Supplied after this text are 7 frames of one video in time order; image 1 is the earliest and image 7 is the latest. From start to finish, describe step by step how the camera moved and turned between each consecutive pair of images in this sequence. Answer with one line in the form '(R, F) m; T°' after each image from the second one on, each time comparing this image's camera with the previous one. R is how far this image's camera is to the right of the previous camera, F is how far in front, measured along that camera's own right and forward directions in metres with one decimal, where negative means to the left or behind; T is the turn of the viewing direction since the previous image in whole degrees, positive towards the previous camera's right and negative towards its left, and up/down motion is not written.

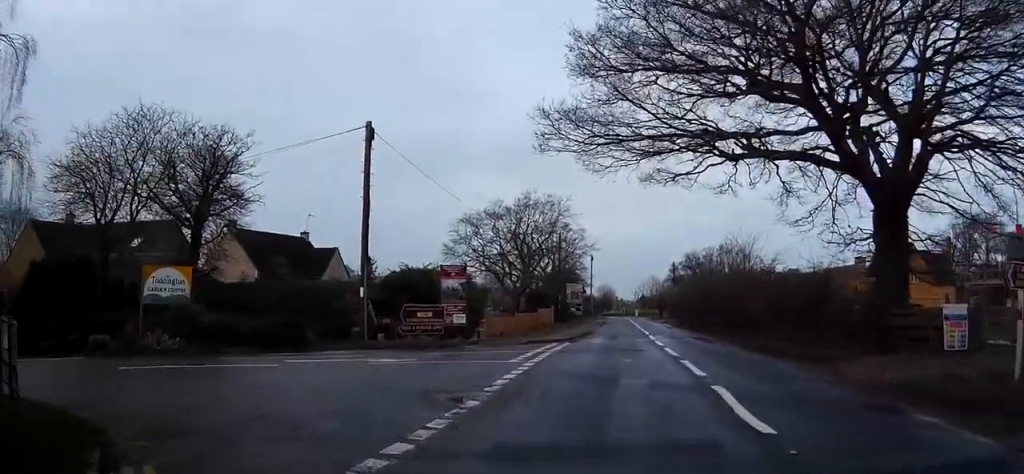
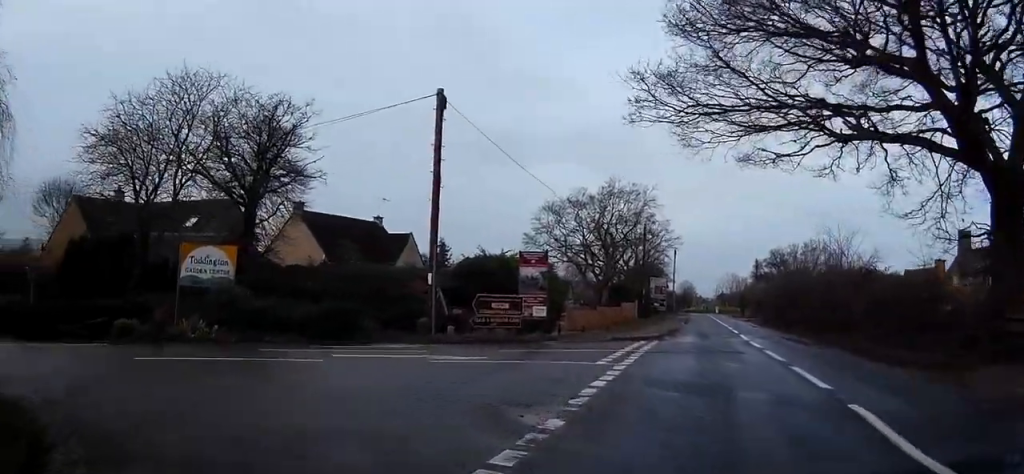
(-0.5, +2.4) m; -12°
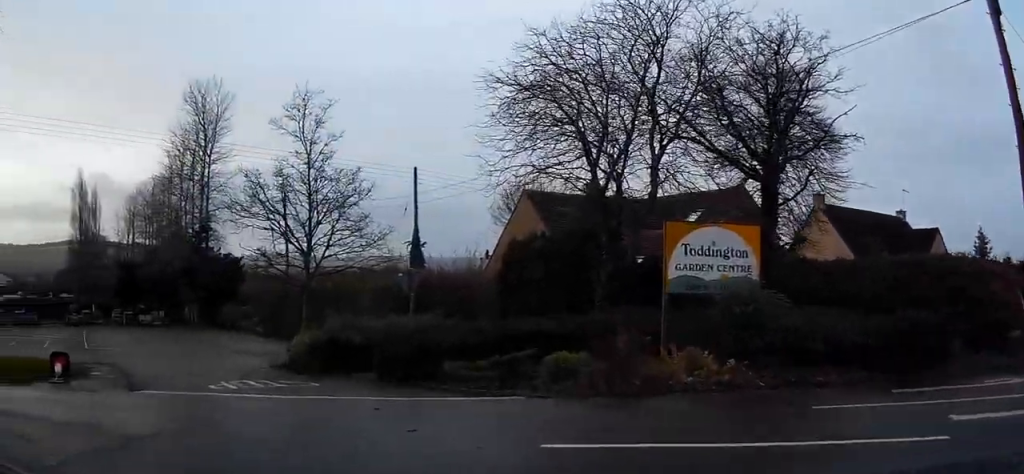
(-2.6, +6.7) m; -47°
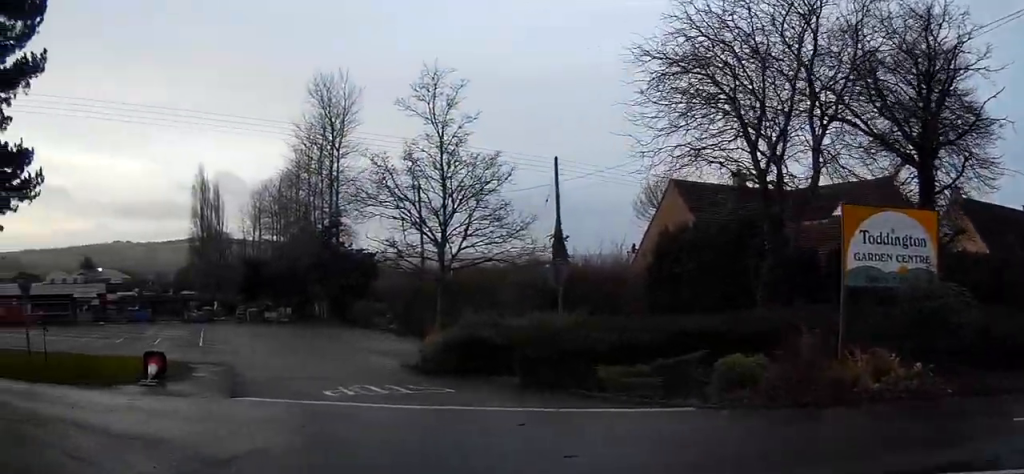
(-0.2, +1.4) m; -11°
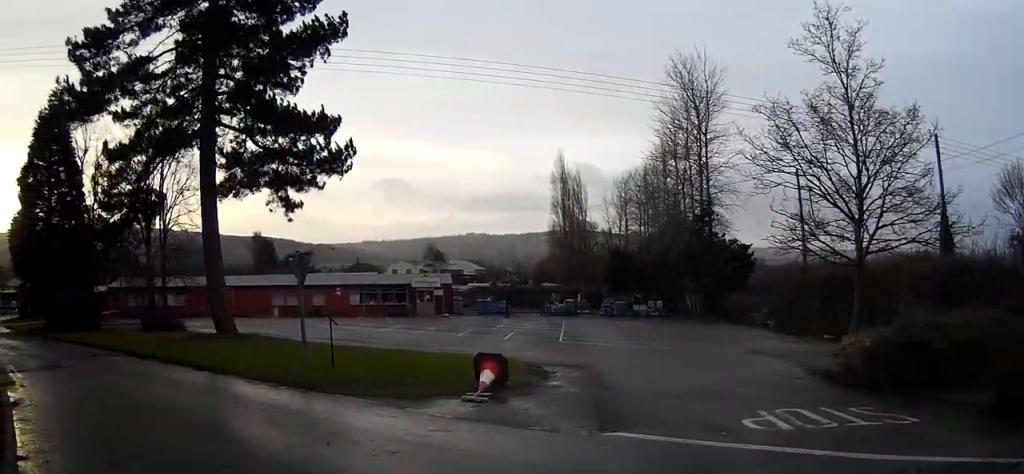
(-0.8, +3.5) m; -22°
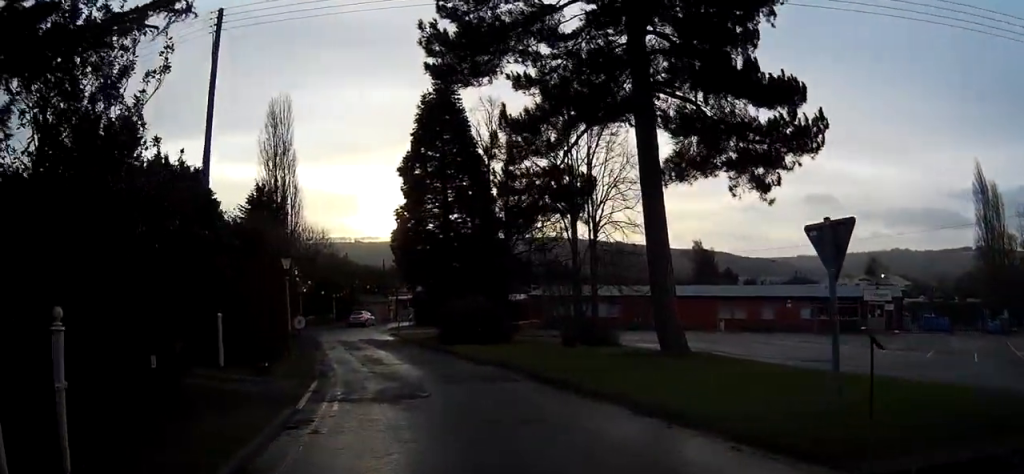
(-0.9, +5.4) m; -15°
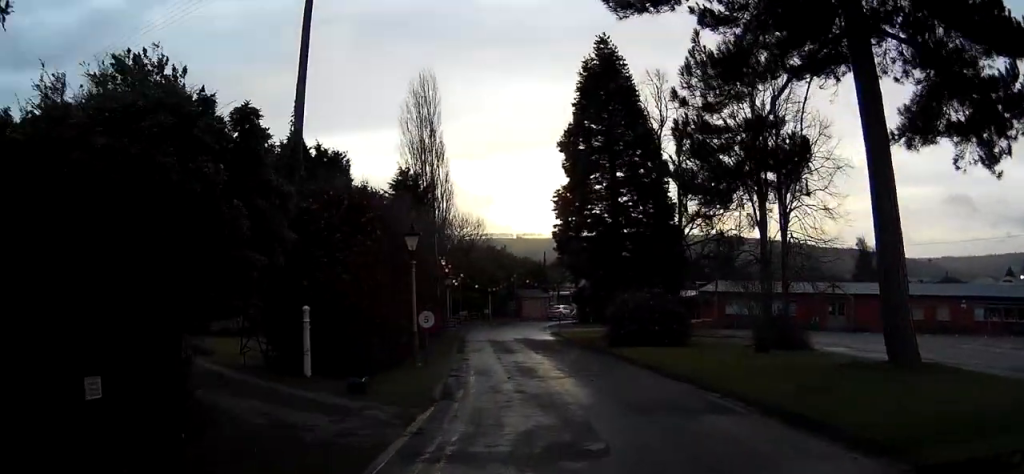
(-0.4, +5.0) m; -9°
